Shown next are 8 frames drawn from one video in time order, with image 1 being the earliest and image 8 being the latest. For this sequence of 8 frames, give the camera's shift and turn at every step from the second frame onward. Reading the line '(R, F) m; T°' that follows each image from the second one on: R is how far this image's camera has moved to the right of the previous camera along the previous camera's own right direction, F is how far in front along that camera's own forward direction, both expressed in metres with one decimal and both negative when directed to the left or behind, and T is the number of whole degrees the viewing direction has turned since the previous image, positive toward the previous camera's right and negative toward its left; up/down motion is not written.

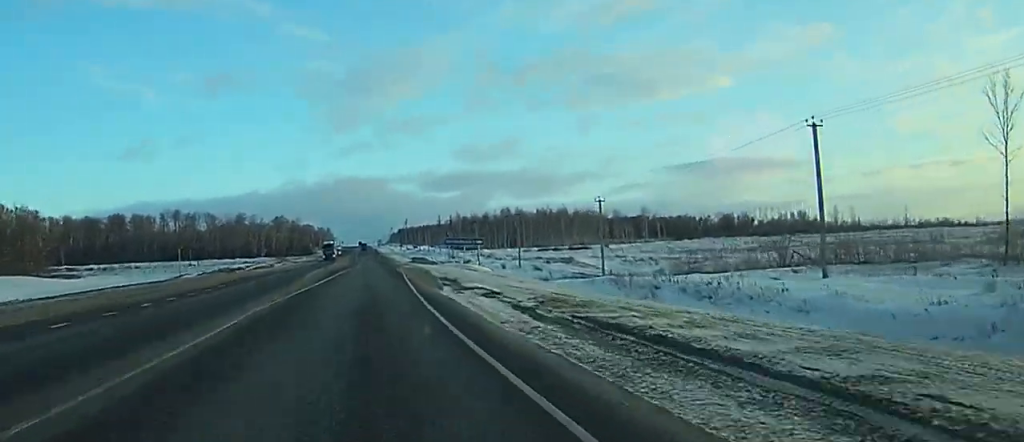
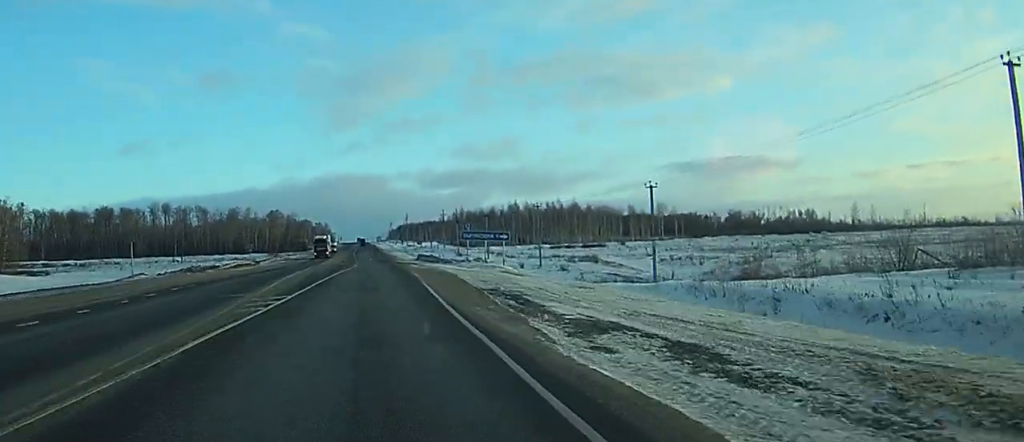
(0.0, +16.8) m; 0°
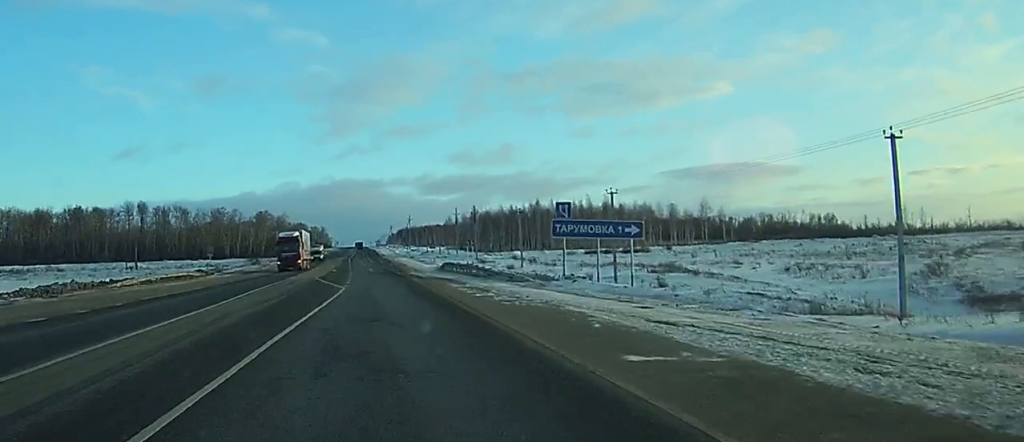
(+0.1, +36.2) m; 0°
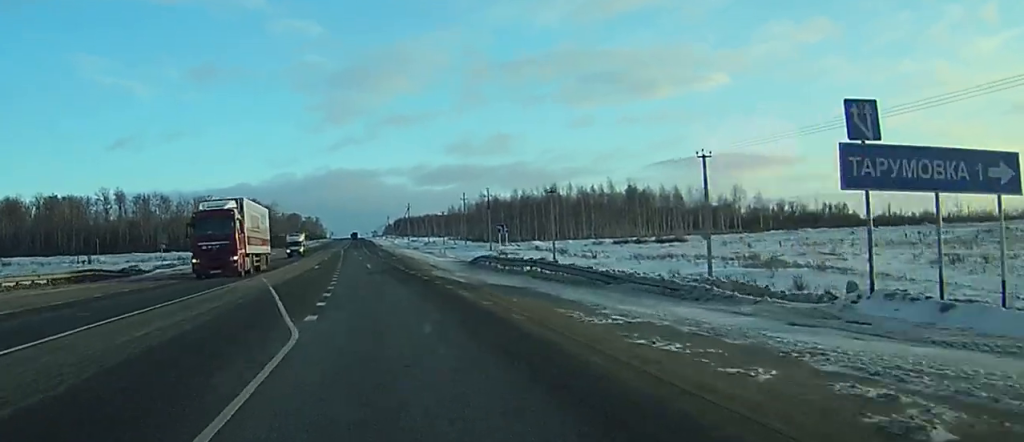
(+0.1, +24.0) m; +1°
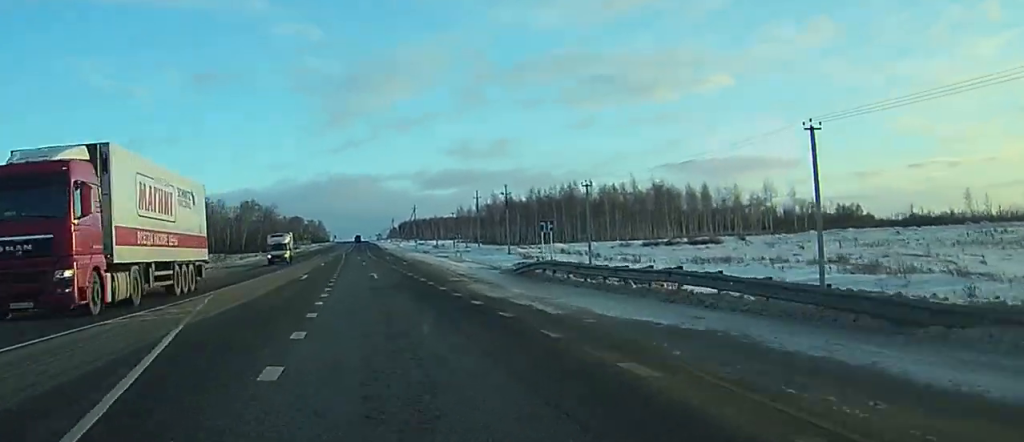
(+0.1, +14.8) m; 0°
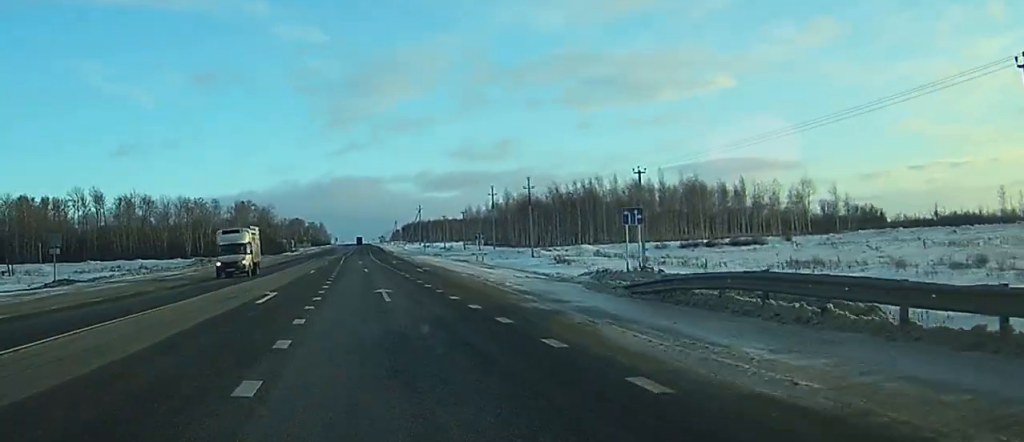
(+0.1, +16.6) m; 0°
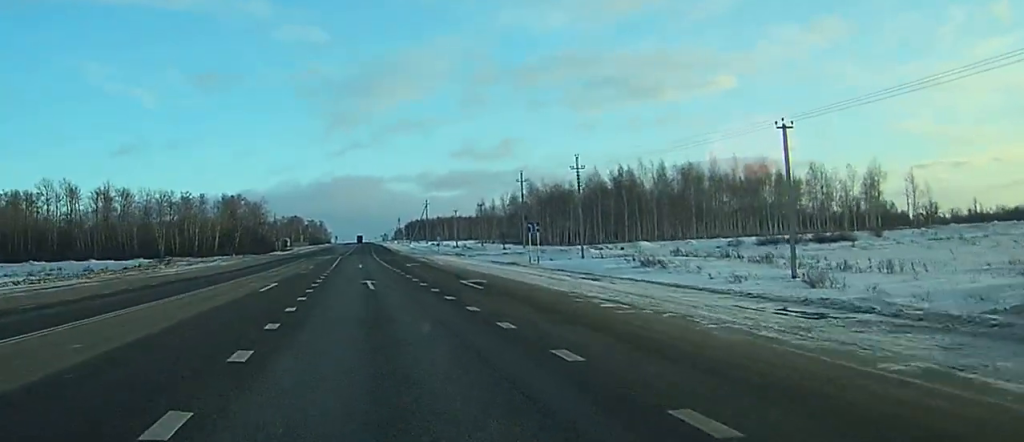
(-0.1, +25.8) m; 0°
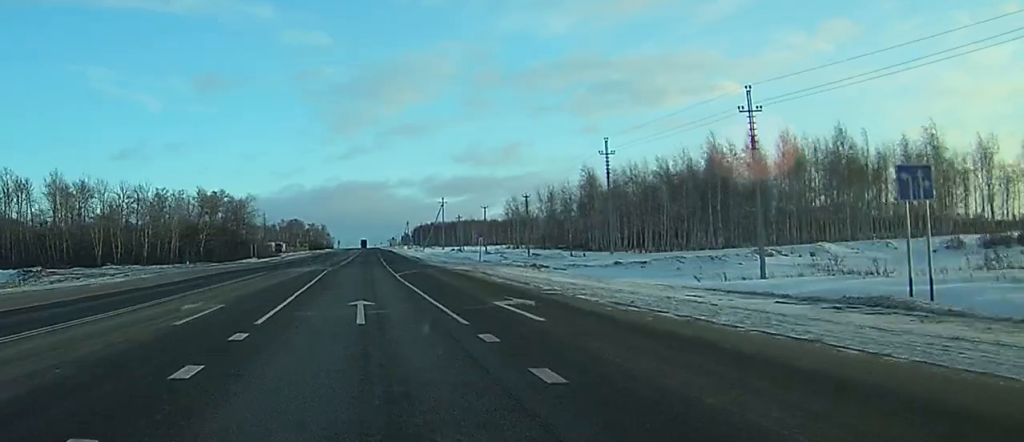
(-0.1, +40.6) m; 0°
